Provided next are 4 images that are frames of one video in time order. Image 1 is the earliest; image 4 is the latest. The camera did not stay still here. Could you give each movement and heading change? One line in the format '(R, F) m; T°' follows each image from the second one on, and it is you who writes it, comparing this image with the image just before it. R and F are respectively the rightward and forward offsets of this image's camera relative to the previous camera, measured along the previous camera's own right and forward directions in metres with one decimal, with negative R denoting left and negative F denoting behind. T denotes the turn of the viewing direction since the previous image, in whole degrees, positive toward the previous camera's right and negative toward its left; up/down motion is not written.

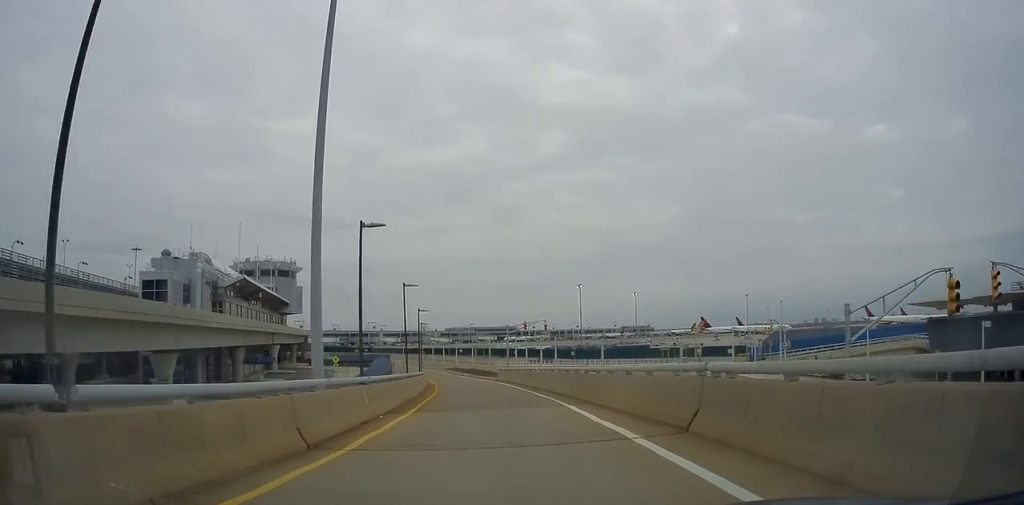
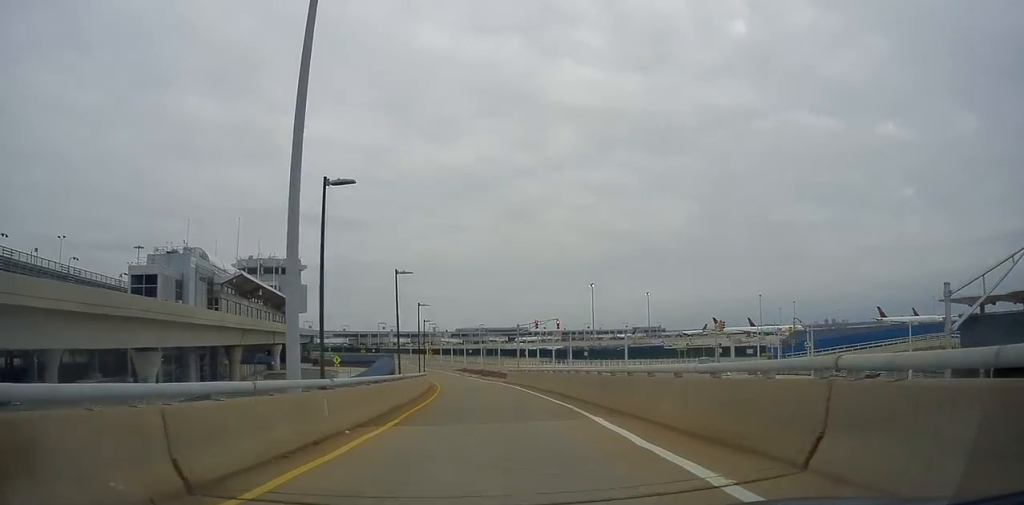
(+0.1, +3.9) m; +1°
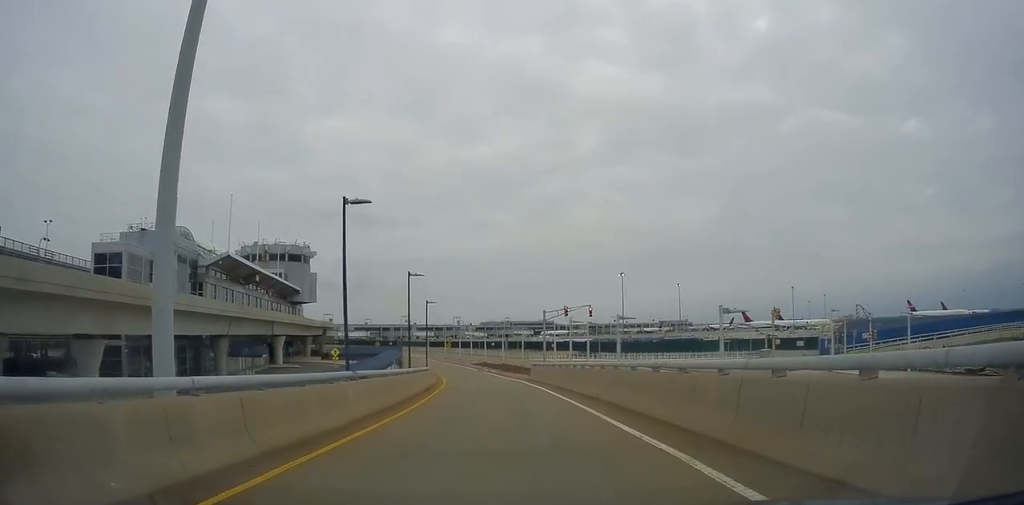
(+0.1, +9.7) m; -1°
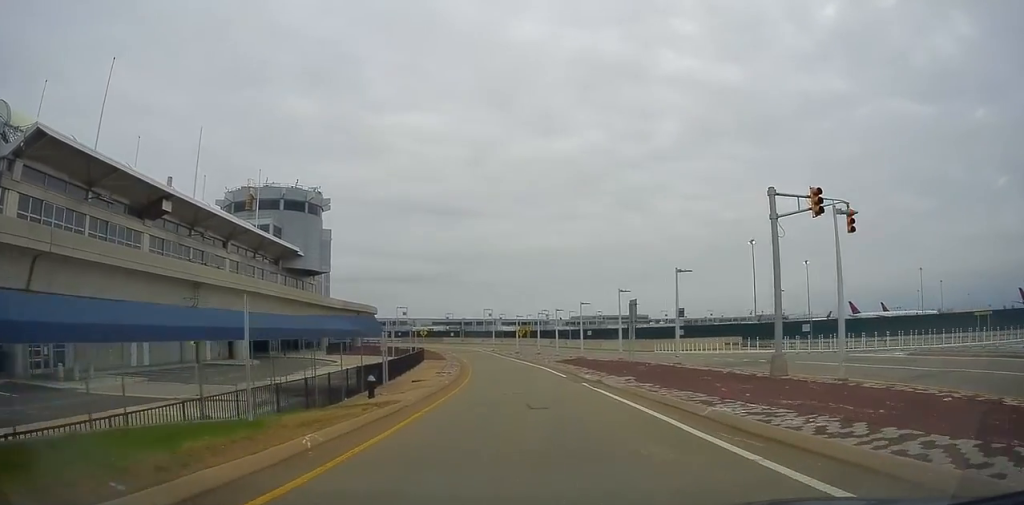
(-5.4, +39.8) m; -10°
